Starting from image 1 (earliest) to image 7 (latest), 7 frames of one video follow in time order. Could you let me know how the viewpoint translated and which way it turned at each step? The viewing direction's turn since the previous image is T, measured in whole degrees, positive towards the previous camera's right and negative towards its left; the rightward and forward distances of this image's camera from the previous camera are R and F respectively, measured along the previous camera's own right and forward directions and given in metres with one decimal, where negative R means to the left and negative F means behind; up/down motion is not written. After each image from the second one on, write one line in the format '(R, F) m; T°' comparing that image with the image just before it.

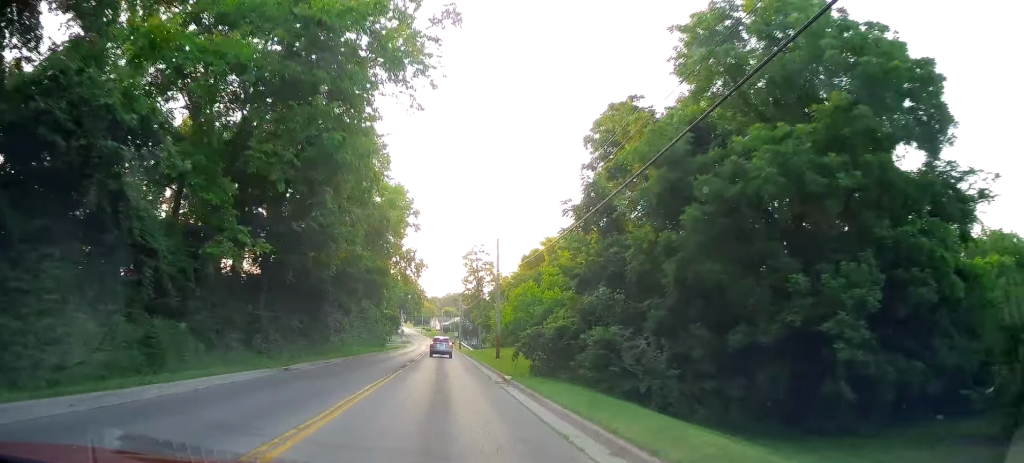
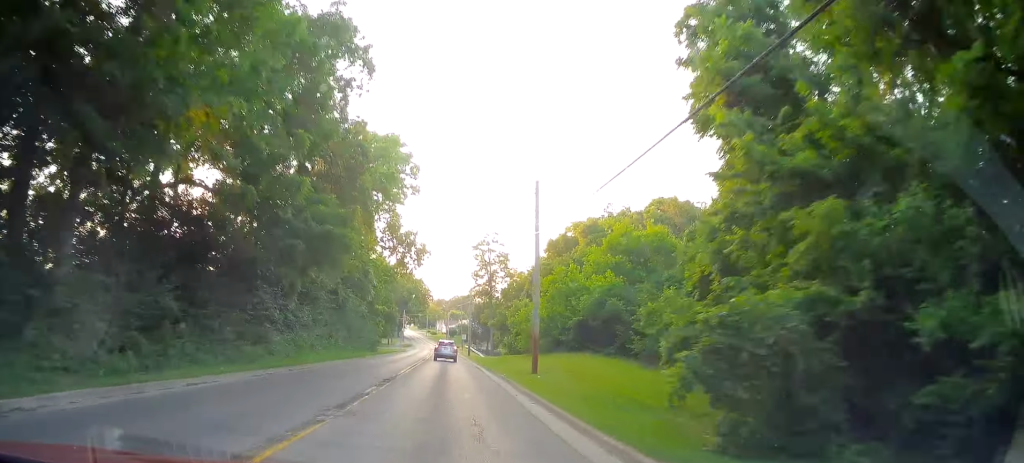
(+1.4, +16.5) m; +2°
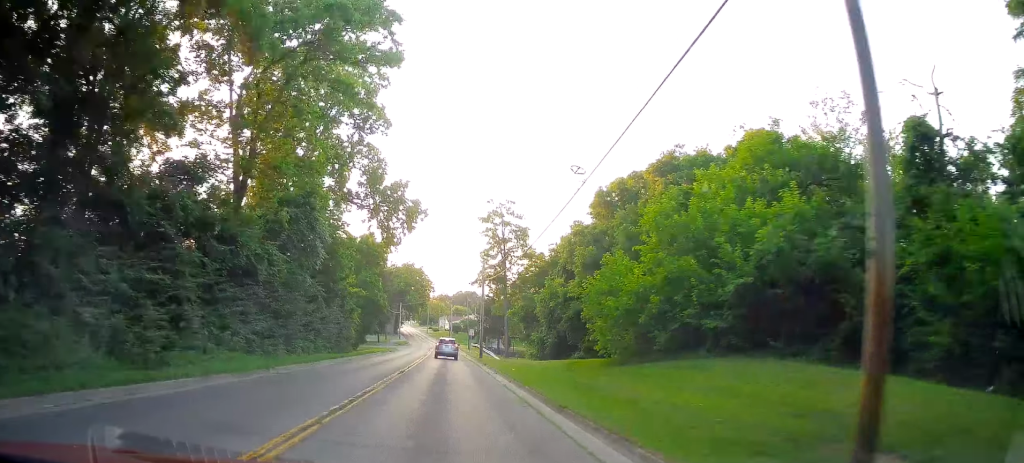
(-1.2, +22.0) m; -3°
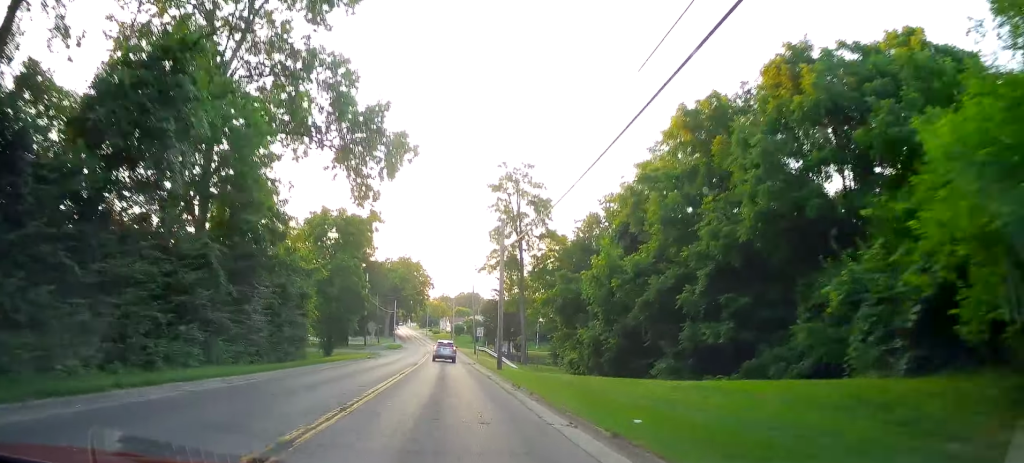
(0.0, +17.7) m; 0°
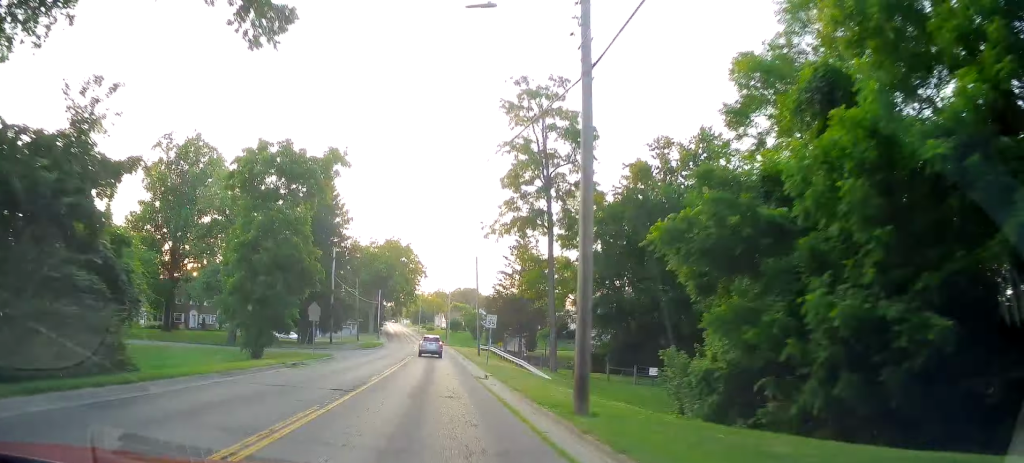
(0.0, +21.4) m; 0°
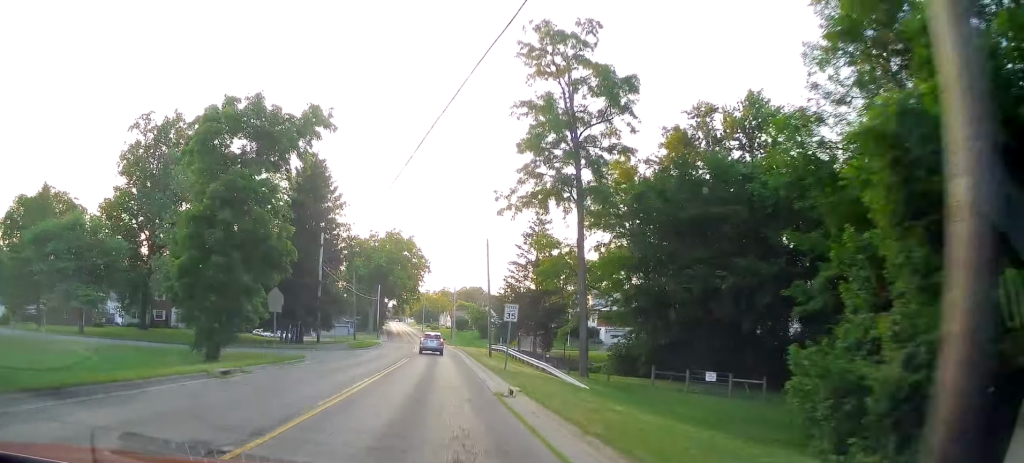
(0.0, +8.5) m; 0°
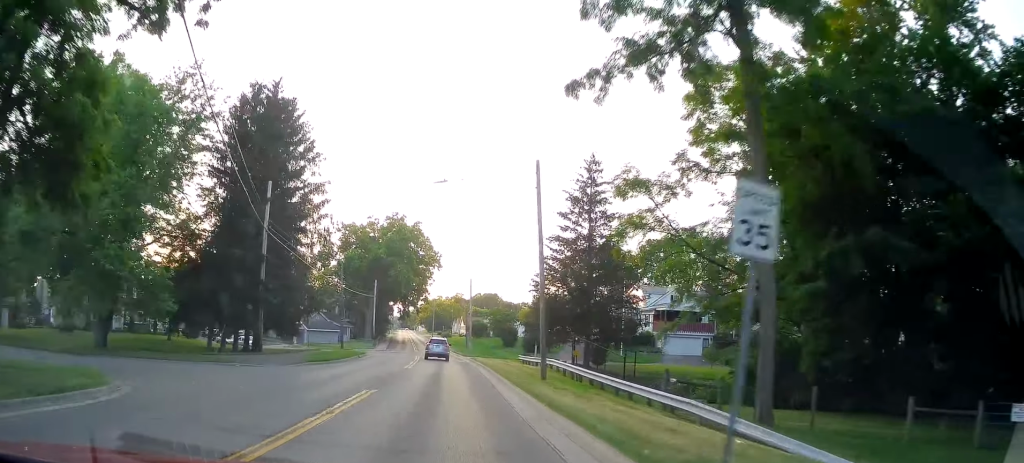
(0.0, +20.0) m; 0°
